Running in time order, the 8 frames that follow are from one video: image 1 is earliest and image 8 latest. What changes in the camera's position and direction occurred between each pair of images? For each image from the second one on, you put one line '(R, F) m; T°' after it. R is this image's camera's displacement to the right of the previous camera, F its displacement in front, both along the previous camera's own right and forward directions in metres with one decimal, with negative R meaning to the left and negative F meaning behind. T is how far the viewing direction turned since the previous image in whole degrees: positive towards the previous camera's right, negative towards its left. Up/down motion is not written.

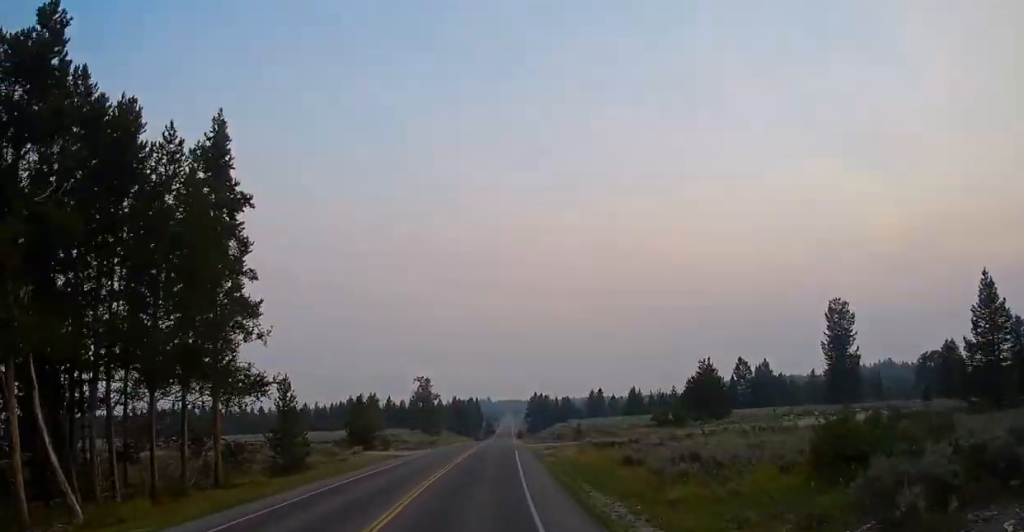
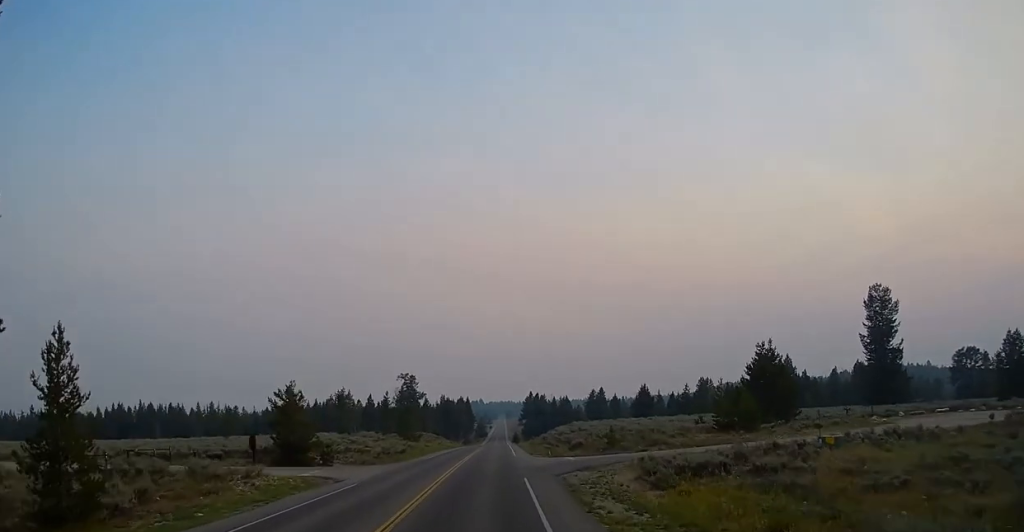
(0.0, +21.6) m; 0°
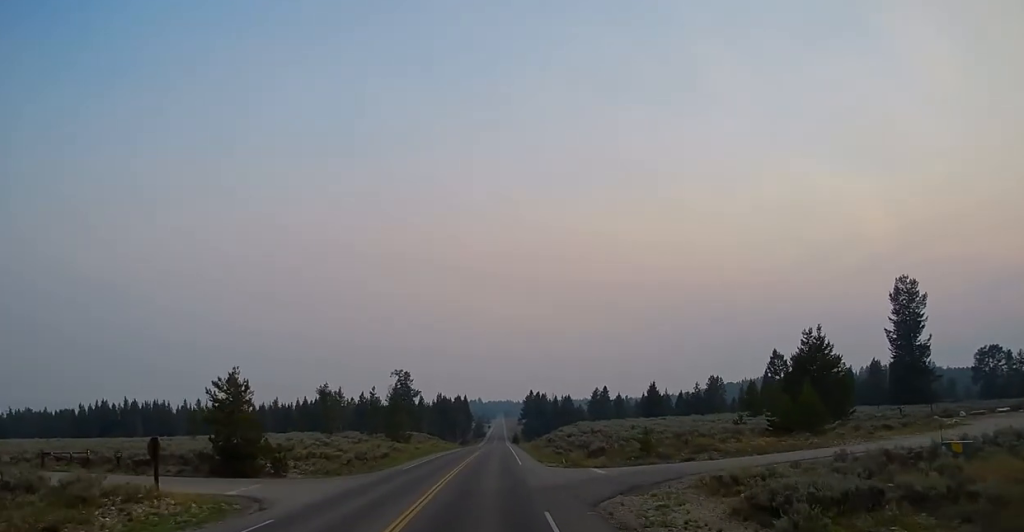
(+0.1, +10.4) m; 0°
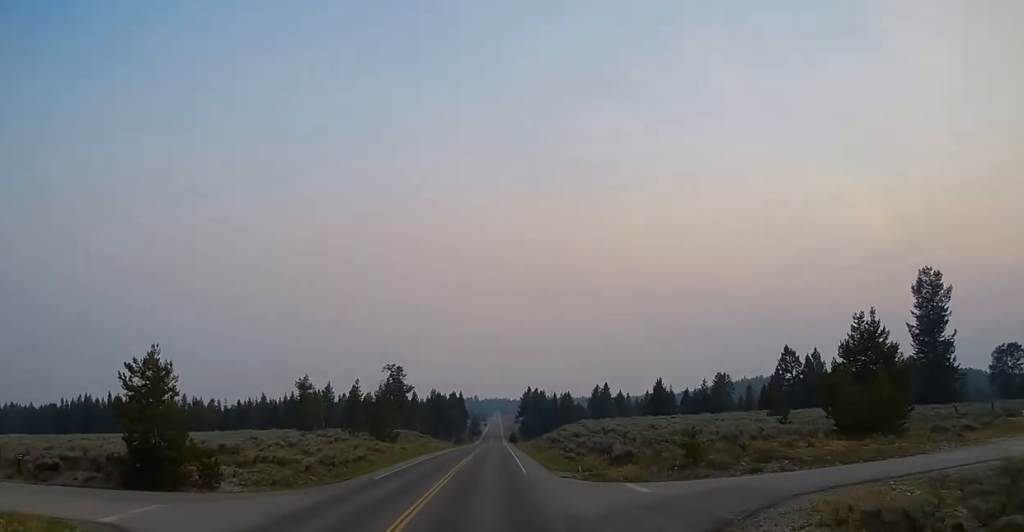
(0.0, +9.1) m; +1°
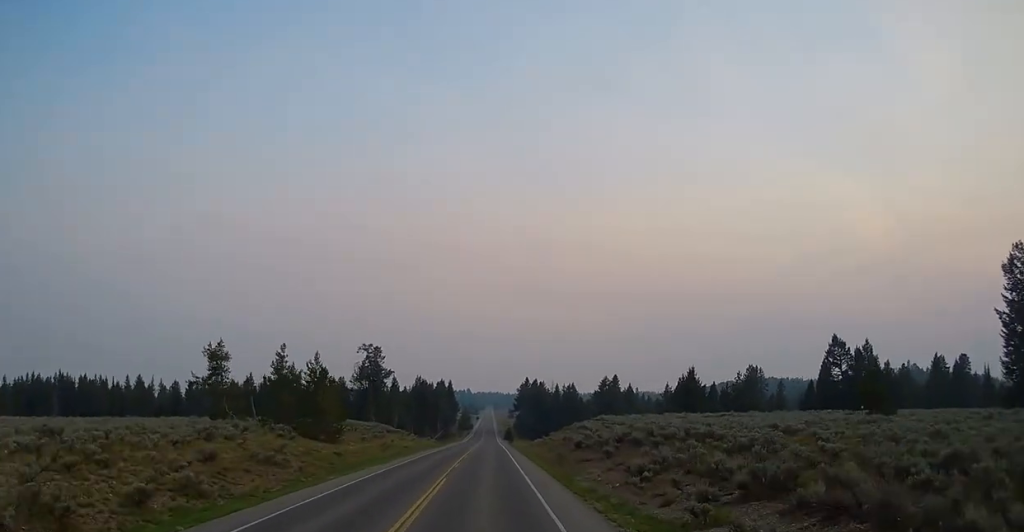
(+0.3, +28.4) m; +1°
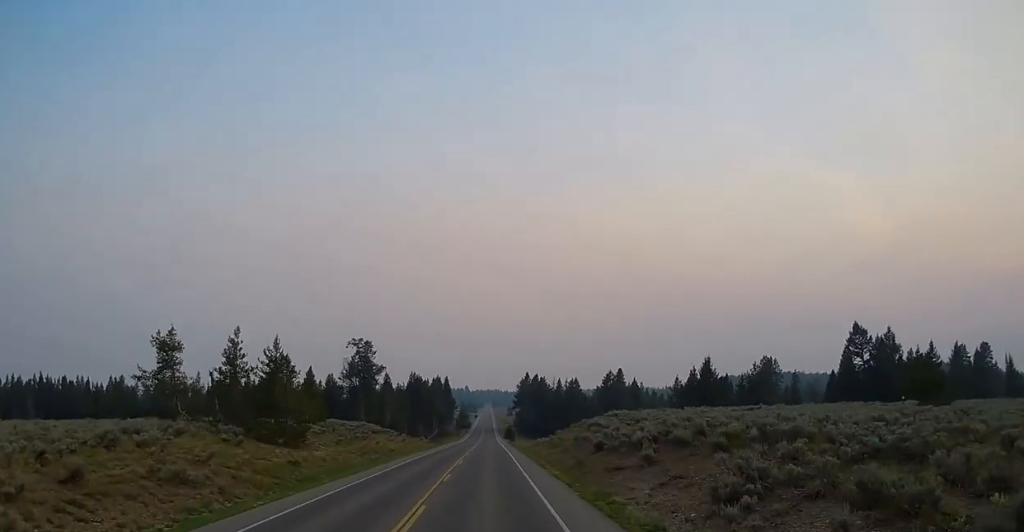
(0.0, +9.7) m; 0°
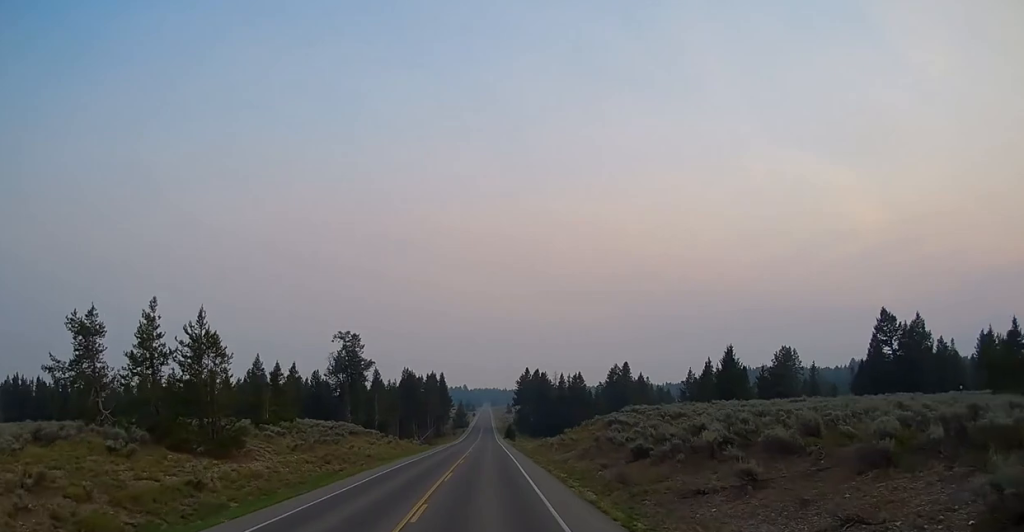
(+0.3, +11.1) m; 0°
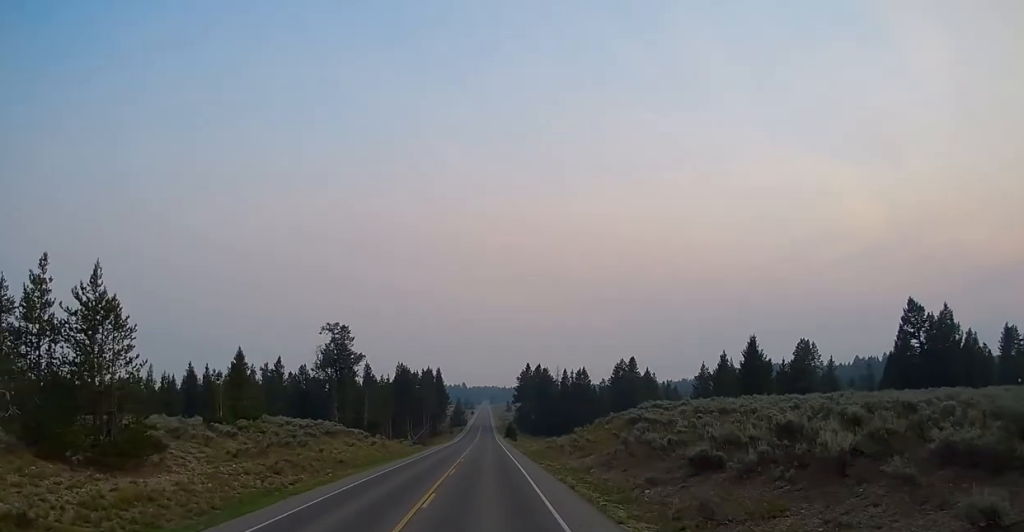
(-0.2, +9.3) m; 0°
